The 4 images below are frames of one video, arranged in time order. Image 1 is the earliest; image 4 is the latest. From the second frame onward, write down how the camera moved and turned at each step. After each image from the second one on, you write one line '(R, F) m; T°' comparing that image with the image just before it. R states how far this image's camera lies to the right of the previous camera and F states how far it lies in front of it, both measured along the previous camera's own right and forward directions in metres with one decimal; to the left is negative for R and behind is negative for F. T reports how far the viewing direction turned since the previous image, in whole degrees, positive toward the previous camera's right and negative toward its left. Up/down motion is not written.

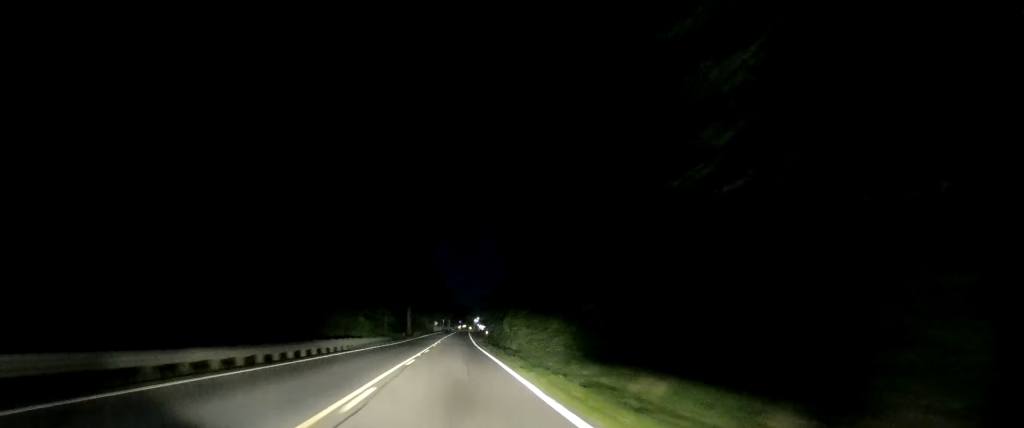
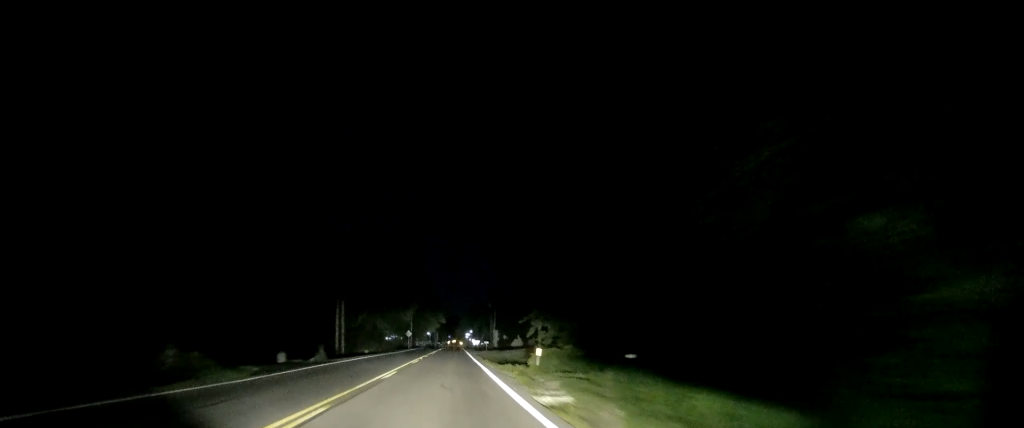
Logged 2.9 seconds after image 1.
(+0.9, +64.4) m; +1°
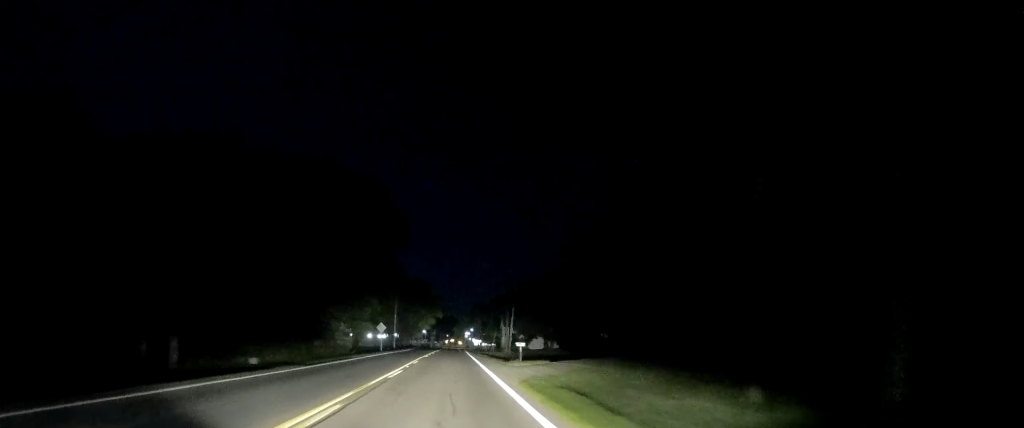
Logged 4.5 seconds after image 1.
(-0.2, +35.6) m; 0°
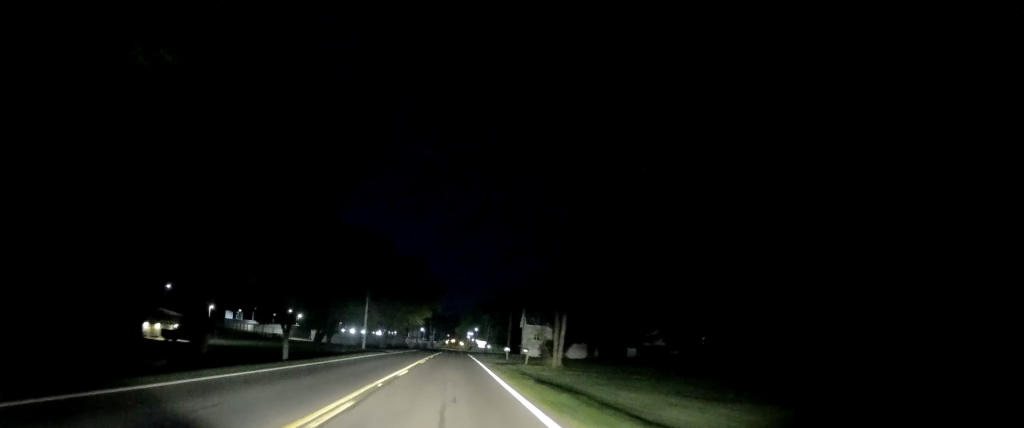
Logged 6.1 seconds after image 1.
(+0.5, +35.7) m; +1°
